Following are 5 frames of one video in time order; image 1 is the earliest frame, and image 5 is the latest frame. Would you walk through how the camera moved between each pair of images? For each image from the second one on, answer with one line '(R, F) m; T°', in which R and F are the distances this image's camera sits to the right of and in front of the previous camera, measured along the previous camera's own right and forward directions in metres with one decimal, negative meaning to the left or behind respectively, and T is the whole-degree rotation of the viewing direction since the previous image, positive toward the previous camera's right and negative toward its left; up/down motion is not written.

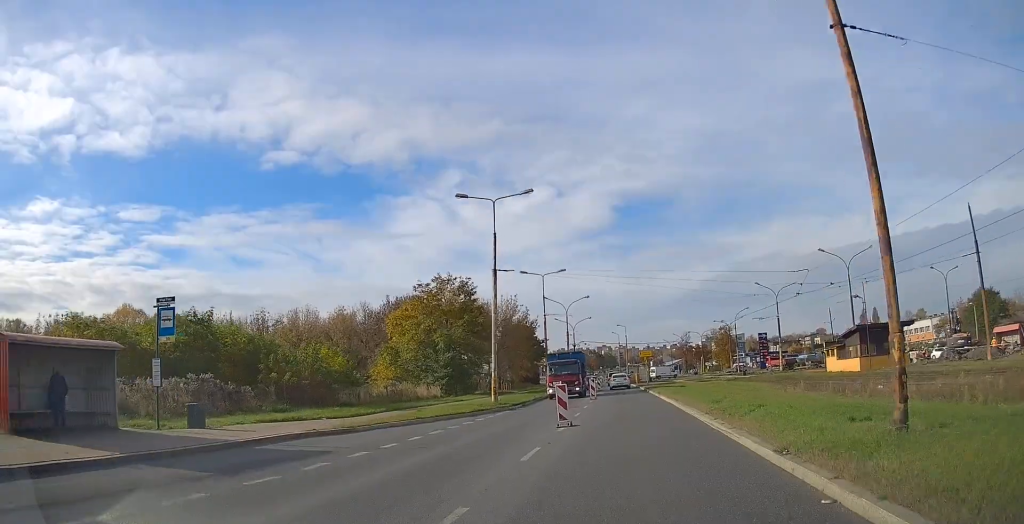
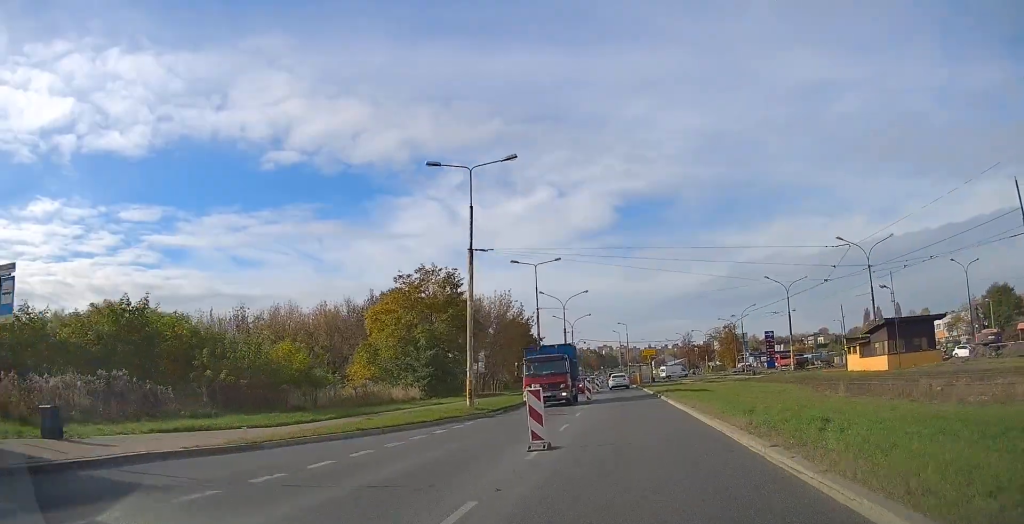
(+0.1, +5.7) m; 0°
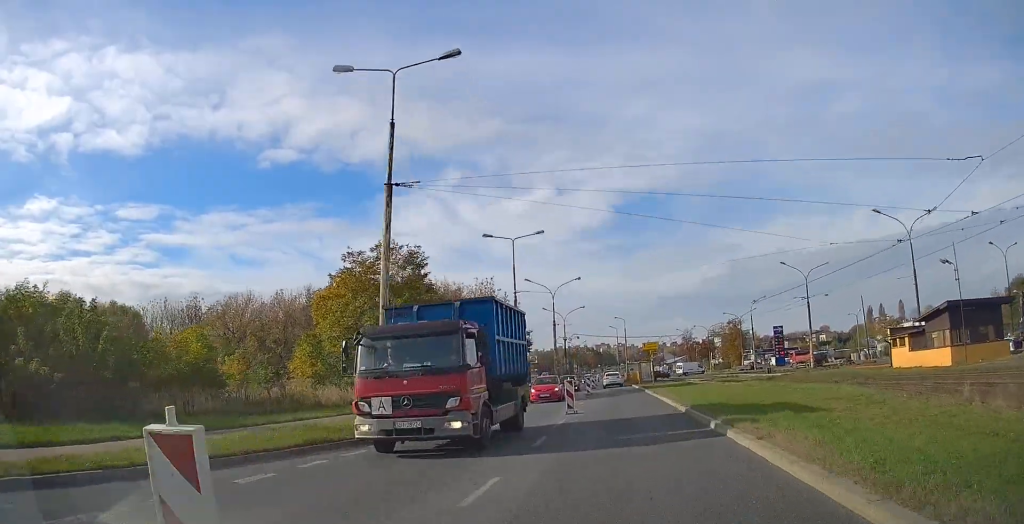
(-0.2, +10.3) m; -1°
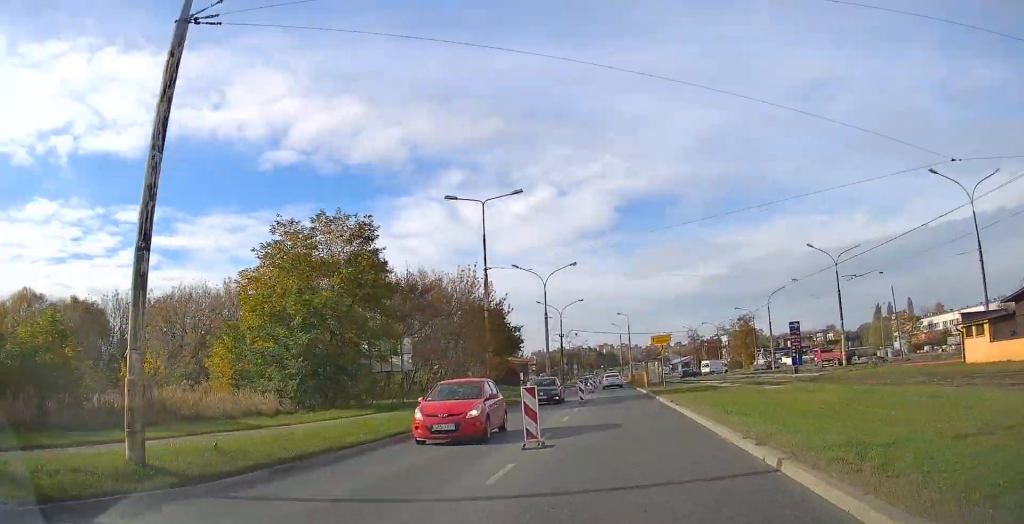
(0.0, +10.5) m; 0°
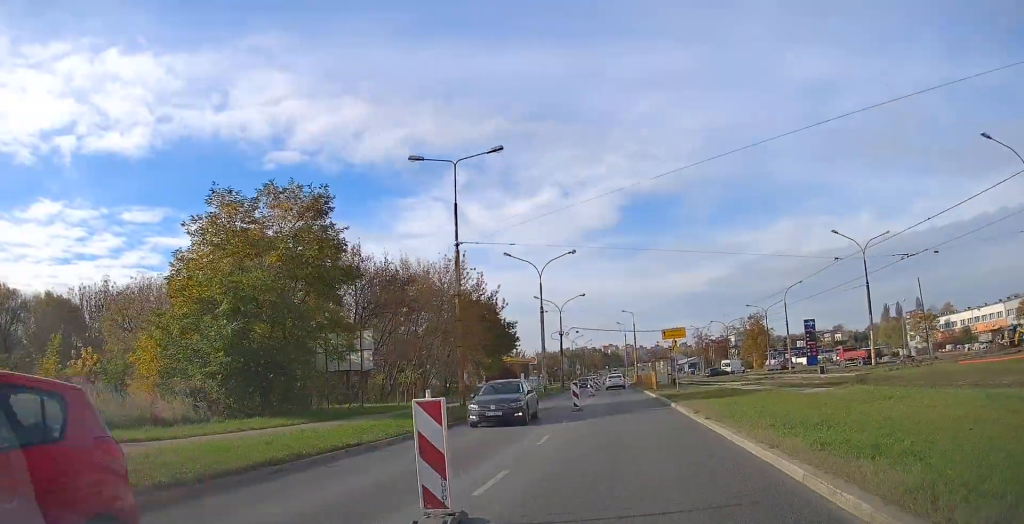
(+0.1, +7.0) m; +1°
